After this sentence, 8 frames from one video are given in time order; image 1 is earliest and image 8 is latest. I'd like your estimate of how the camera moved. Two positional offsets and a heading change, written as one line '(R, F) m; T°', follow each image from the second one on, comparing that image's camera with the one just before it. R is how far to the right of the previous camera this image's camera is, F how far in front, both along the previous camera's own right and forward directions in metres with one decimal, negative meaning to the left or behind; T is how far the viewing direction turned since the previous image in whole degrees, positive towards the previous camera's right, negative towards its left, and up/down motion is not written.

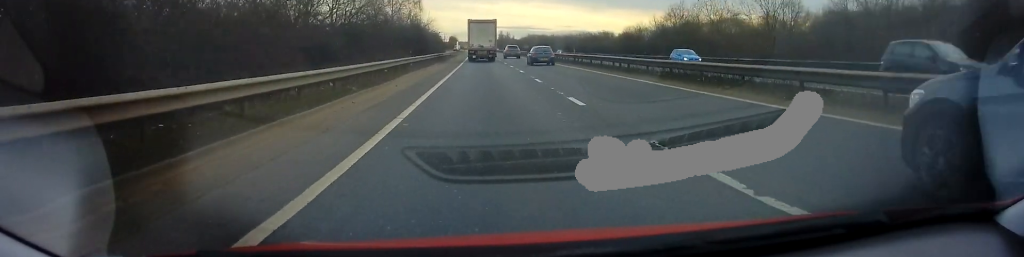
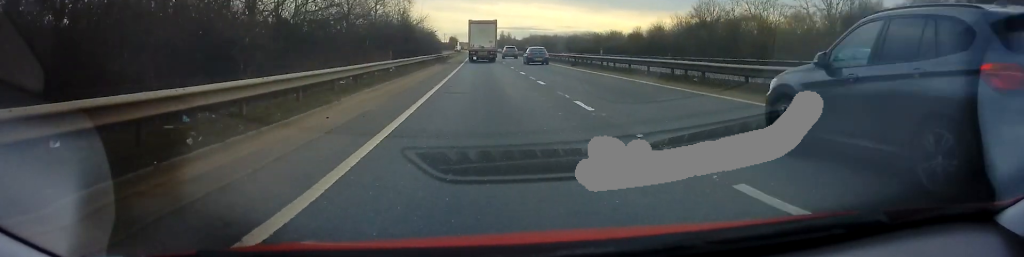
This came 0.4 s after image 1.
(+0.1, +9.6) m; 0°
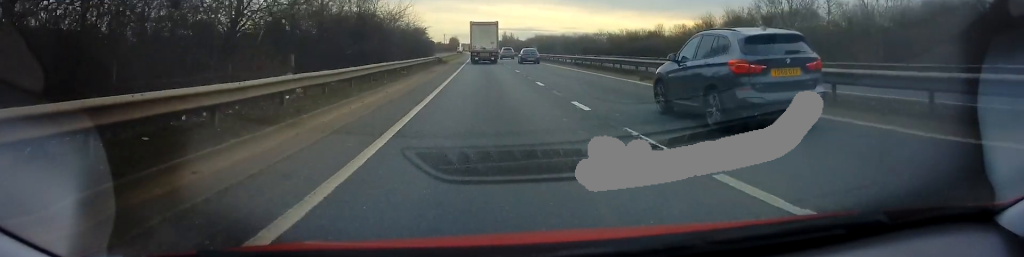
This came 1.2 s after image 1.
(-0.3, +17.0) m; -1°
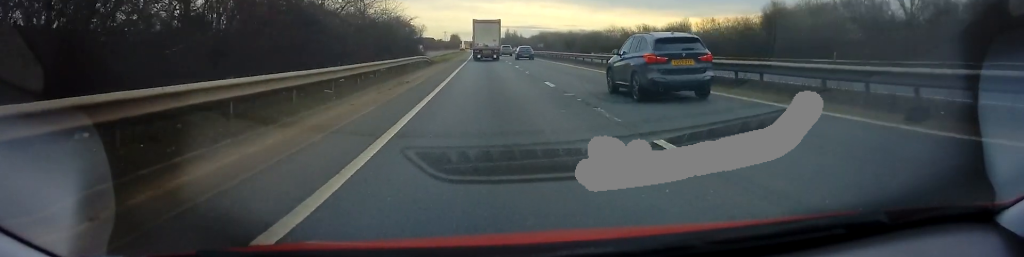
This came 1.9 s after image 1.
(-0.1, +15.4) m; 0°
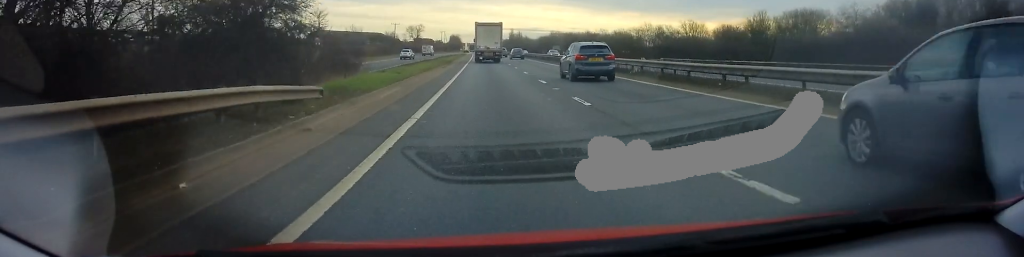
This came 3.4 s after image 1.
(+0.1, +32.4) m; 0°
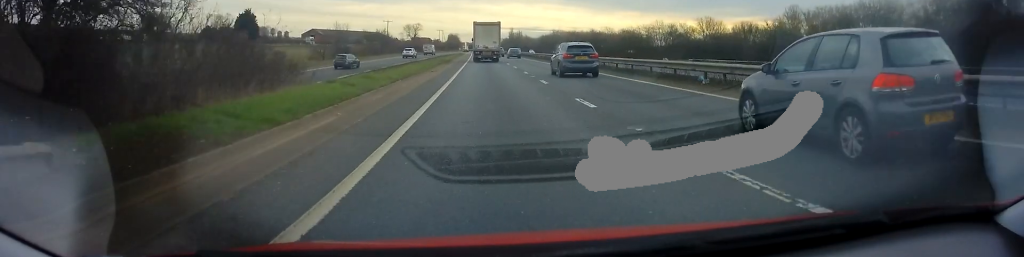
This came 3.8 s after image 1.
(-0.1, +9.6) m; +1°
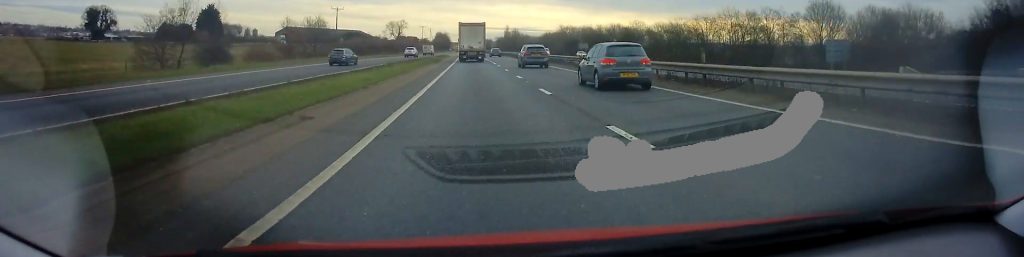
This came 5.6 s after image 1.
(+0.8, +40.9) m; +1°
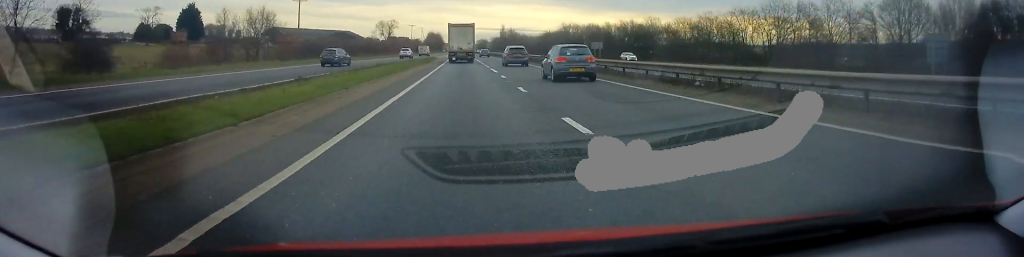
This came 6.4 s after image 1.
(-0.2, +16.6) m; -1°
